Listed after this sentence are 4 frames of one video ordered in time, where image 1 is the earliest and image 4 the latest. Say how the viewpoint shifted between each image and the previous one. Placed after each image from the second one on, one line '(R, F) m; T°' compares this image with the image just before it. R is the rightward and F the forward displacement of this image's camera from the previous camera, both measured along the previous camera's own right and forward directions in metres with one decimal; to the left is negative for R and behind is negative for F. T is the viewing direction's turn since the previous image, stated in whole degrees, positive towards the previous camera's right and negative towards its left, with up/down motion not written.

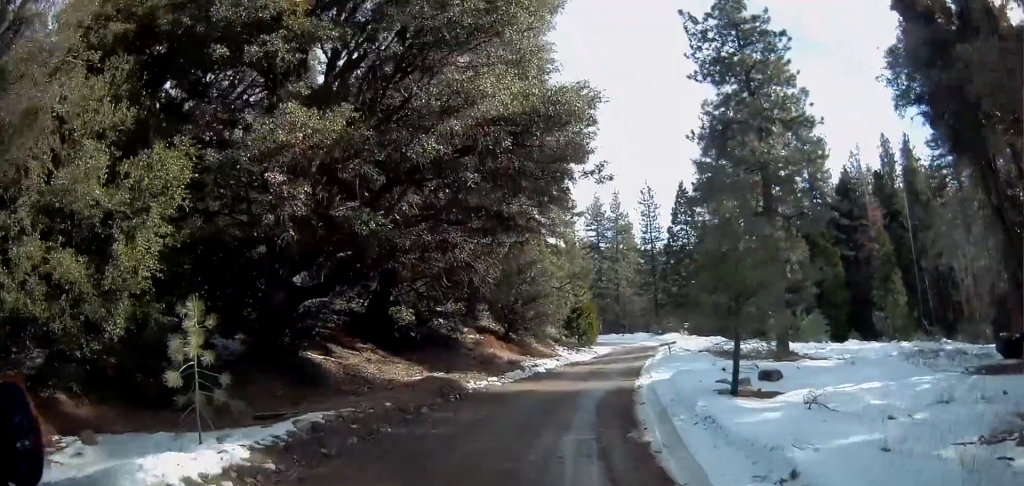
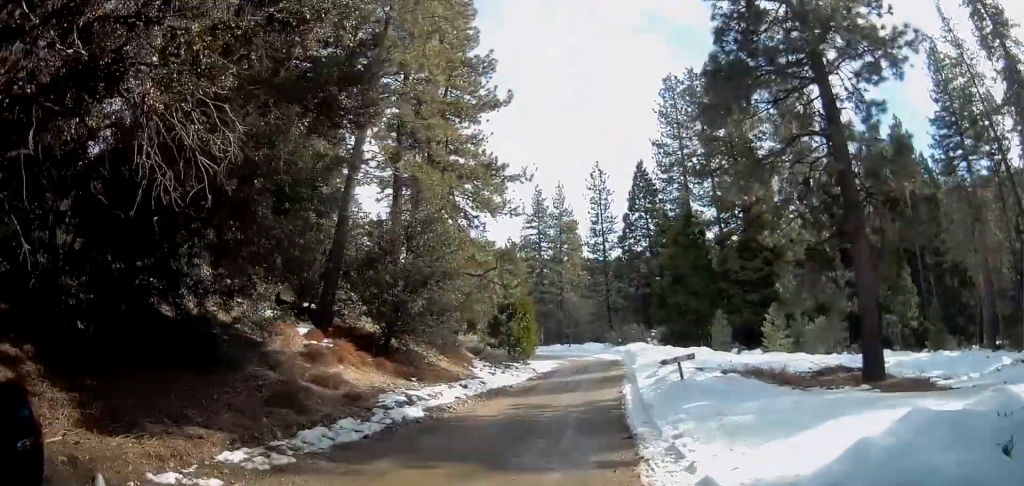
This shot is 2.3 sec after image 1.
(+0.9, +15.4) m; +9°
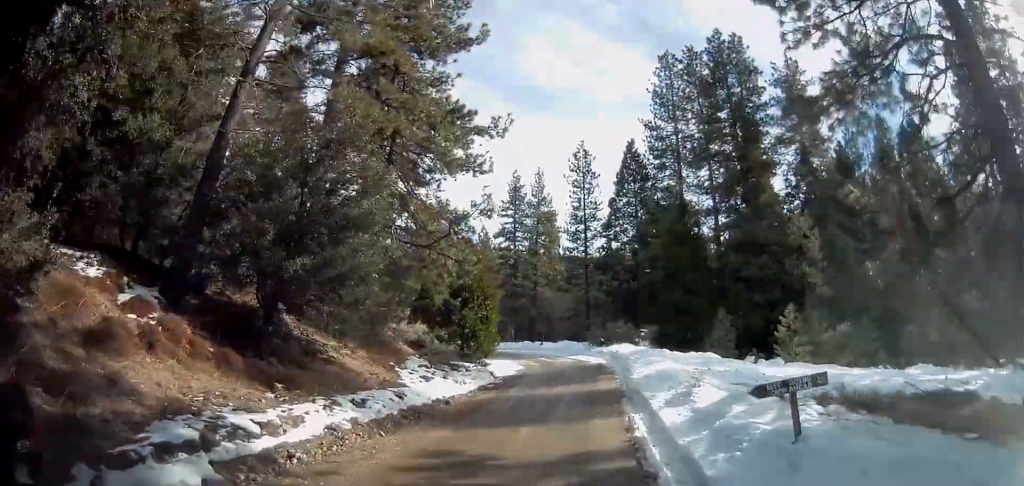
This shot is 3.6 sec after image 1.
(+0.3, +8.6) m; +2°
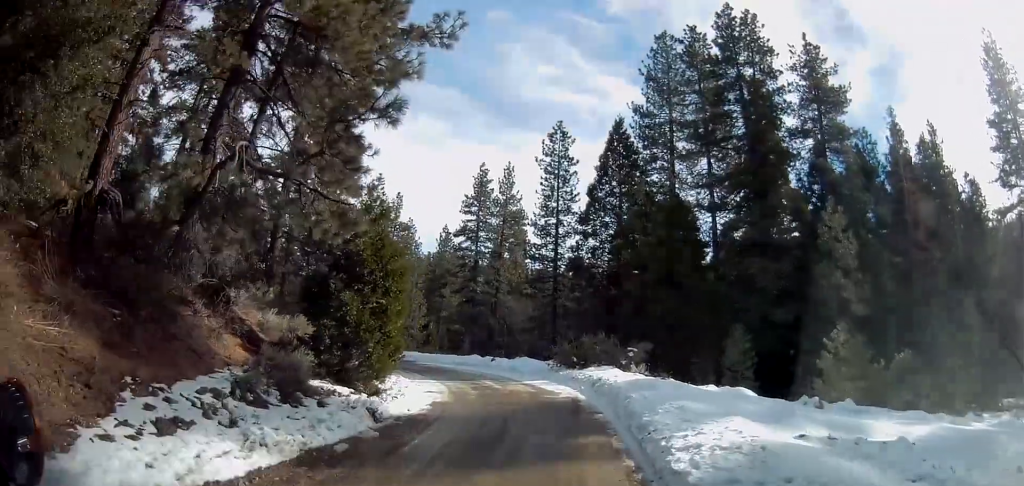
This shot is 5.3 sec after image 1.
(0.0, +11.7) m; 0°
